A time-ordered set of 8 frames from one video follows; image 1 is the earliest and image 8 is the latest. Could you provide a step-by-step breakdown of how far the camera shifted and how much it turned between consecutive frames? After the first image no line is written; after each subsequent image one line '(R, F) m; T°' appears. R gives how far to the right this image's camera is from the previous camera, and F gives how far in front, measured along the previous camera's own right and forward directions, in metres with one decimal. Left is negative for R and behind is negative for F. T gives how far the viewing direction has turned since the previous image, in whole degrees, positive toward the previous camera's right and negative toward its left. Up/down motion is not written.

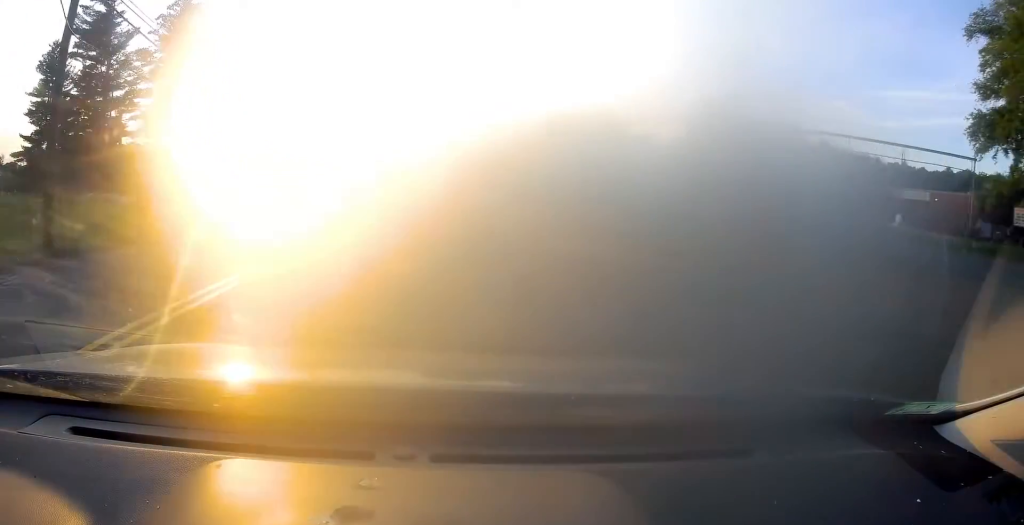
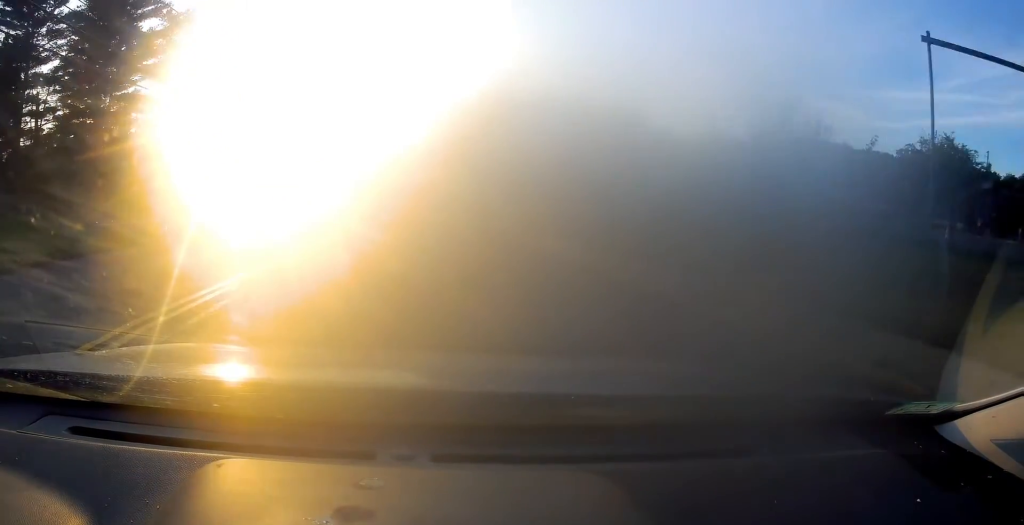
(+0.1, +18.3) m; 0°
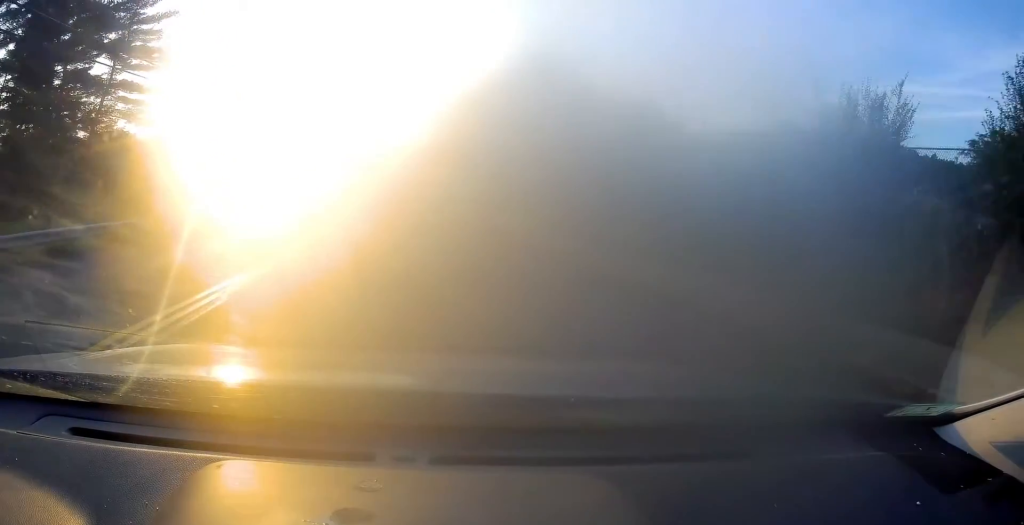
(0.0, +8.7) m; 0°
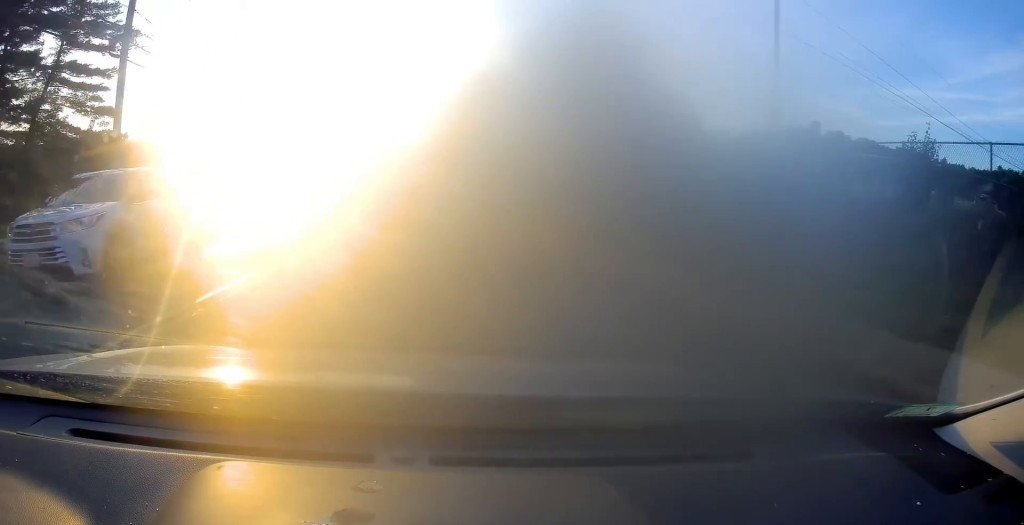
(-0.1, +8.9) m; 0°
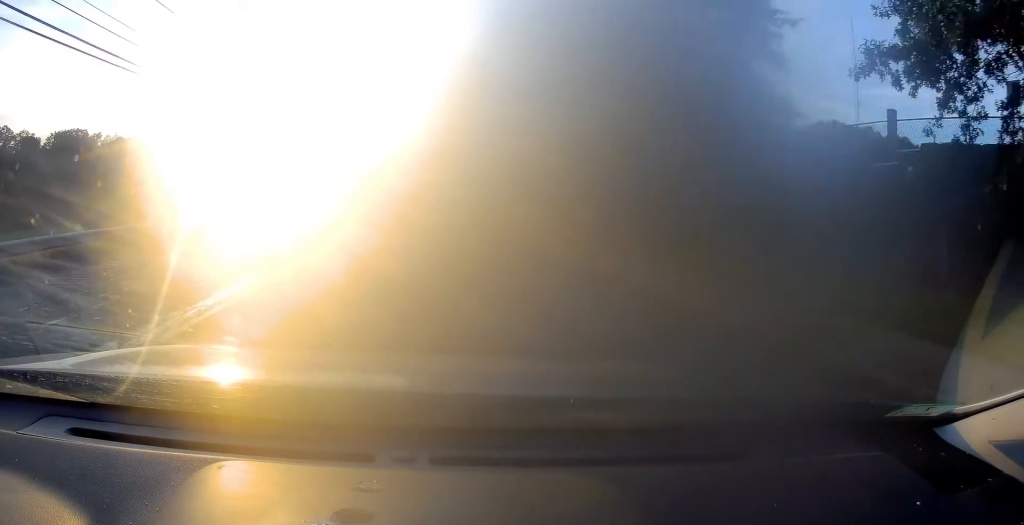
(-0.1, +21.0) m; +1°
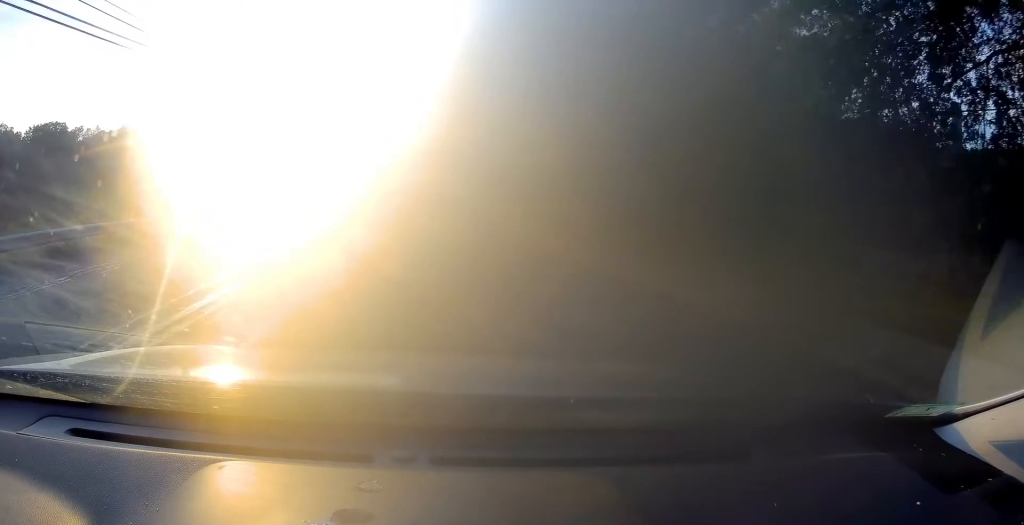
(+0.2, +13.0) m; 0°
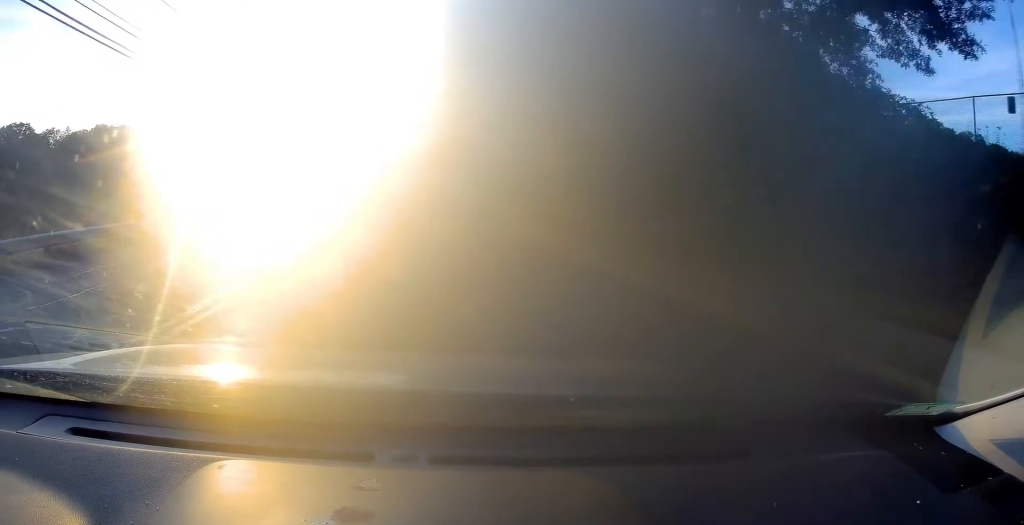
(-0.4, +23.3) m; +1°
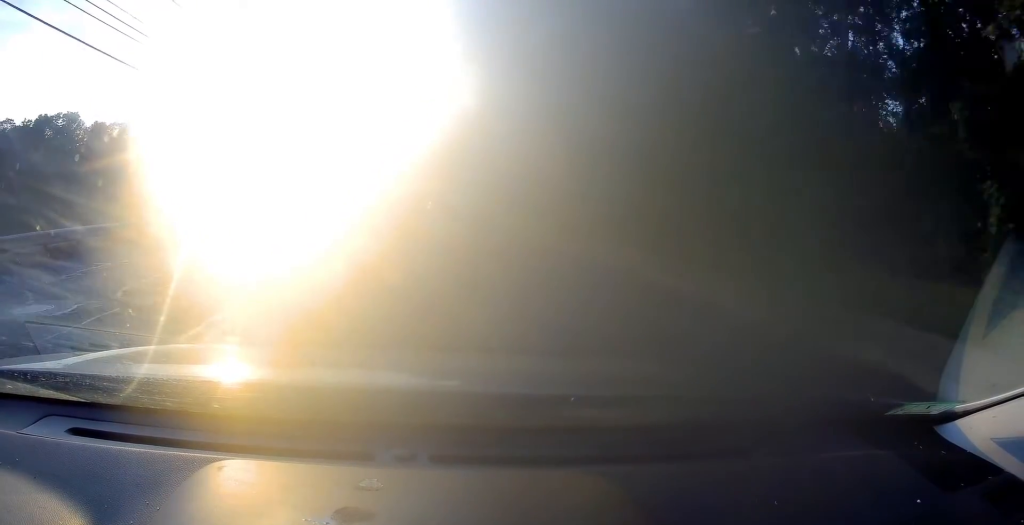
(+0.8, +36.7) m; 0°
